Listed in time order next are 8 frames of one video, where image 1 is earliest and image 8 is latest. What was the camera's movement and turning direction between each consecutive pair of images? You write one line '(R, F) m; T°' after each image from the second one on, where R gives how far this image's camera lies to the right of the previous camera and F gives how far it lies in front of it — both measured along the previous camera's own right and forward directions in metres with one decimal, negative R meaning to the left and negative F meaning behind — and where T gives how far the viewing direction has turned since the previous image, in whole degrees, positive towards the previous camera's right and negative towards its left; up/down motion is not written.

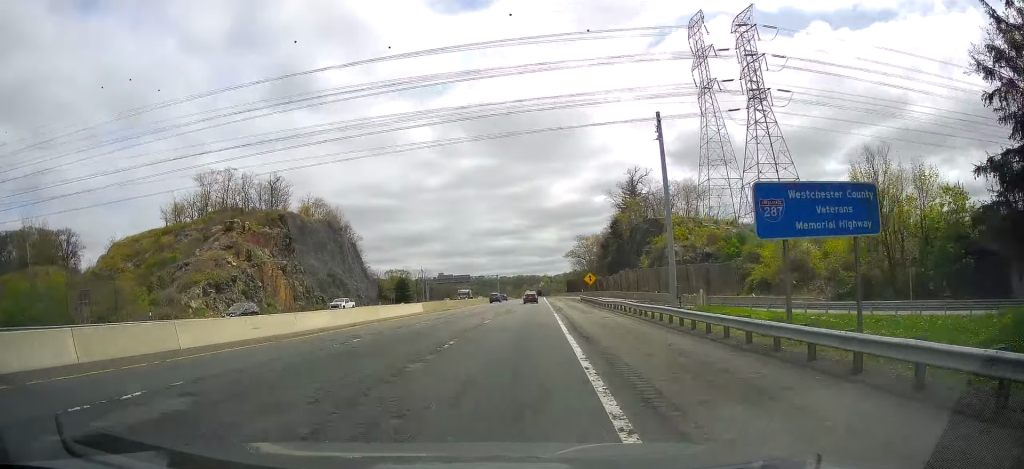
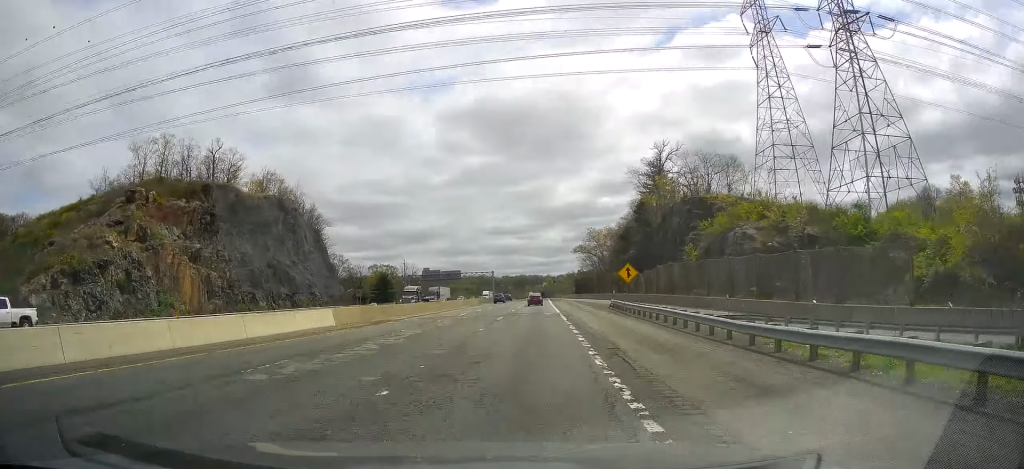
(-0.3, +31.7) m; 0°
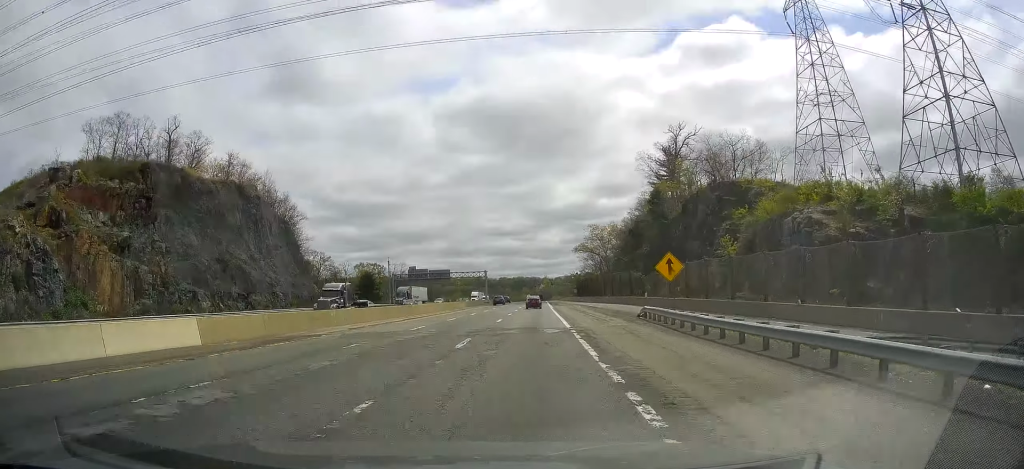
(0.0, +16.3) m; 0°
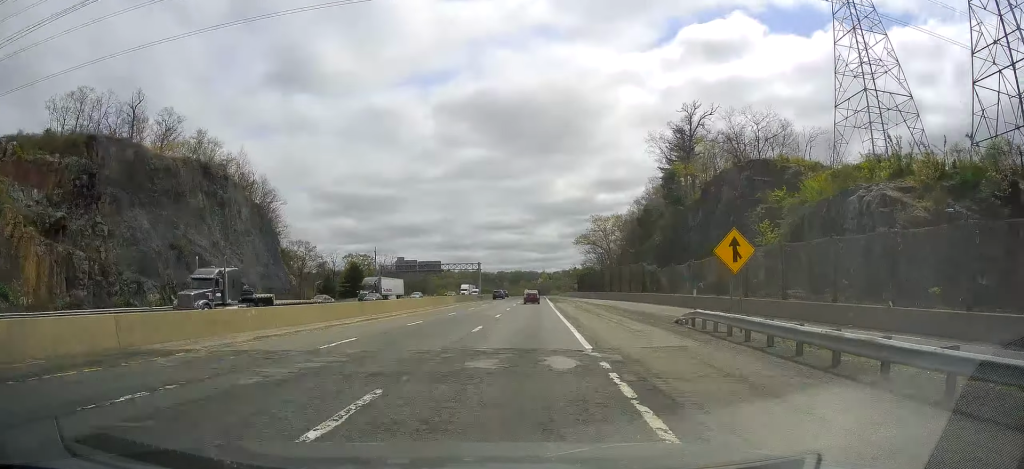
(+0.2, +11.5) m; 0°
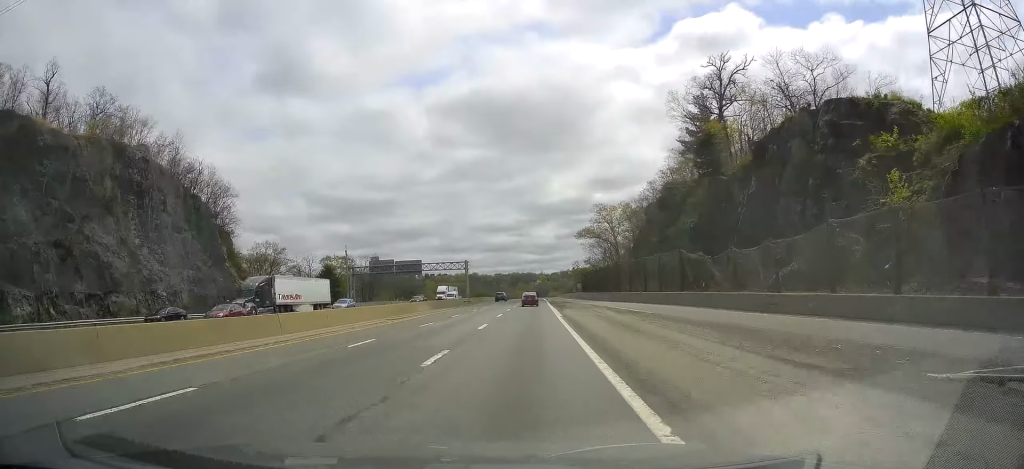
(+0.1, +21.1) m; 0°
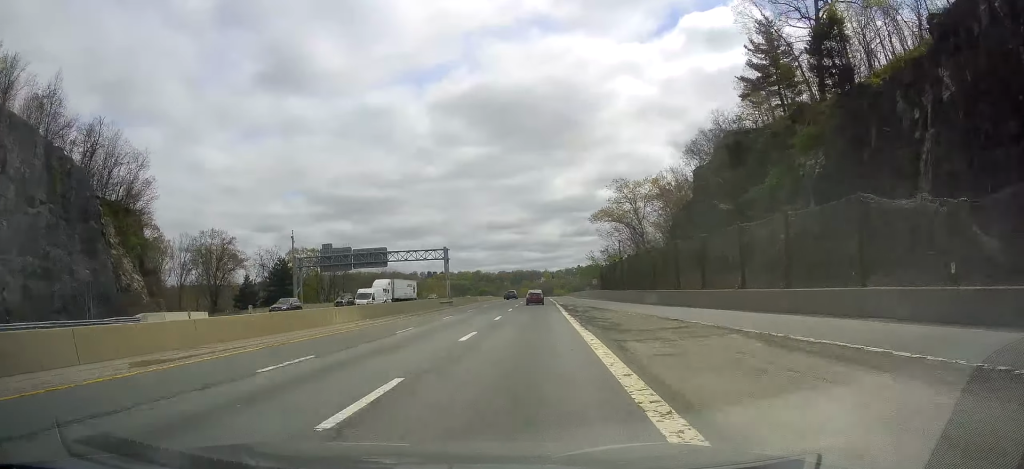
(-0.2, +30.7) m; 0°
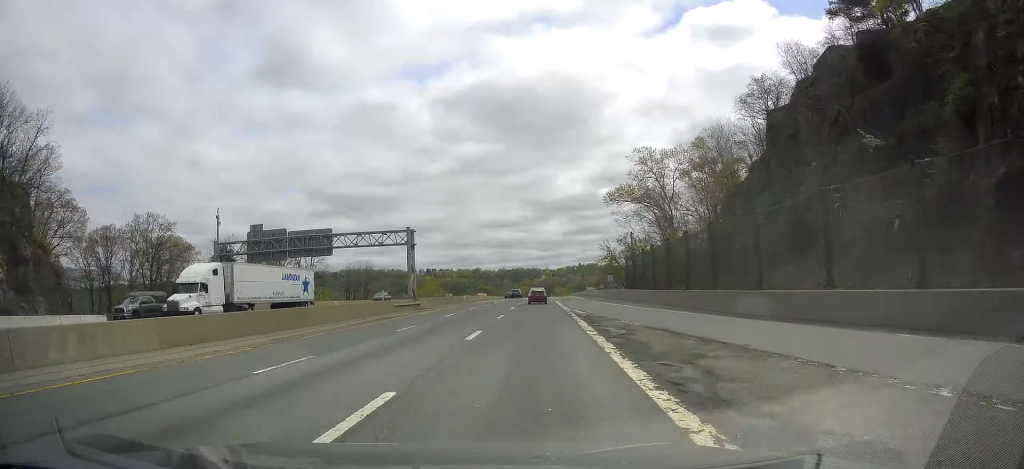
(+0.2, +24.9) m; 0°
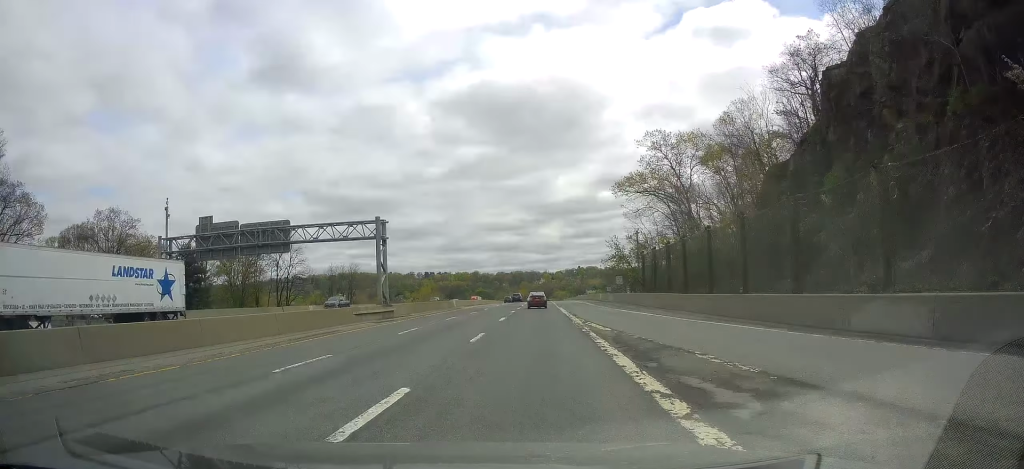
(-0.2, +11.5) m; 0°
